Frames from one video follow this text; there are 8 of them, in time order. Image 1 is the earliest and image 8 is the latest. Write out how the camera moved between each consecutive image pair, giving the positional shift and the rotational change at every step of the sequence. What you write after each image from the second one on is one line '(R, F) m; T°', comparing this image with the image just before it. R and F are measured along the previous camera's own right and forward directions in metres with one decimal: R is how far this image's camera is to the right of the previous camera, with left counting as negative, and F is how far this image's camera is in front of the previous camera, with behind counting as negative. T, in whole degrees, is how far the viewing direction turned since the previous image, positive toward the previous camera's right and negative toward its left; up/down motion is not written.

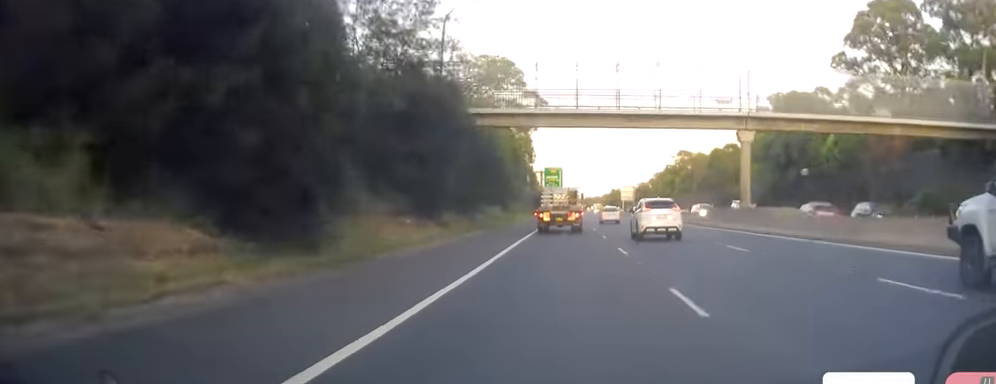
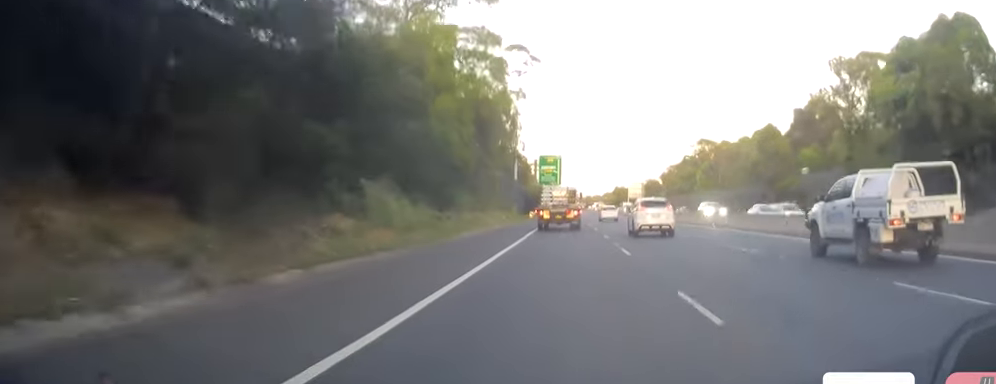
(-0.9, +35.8) m; -1°
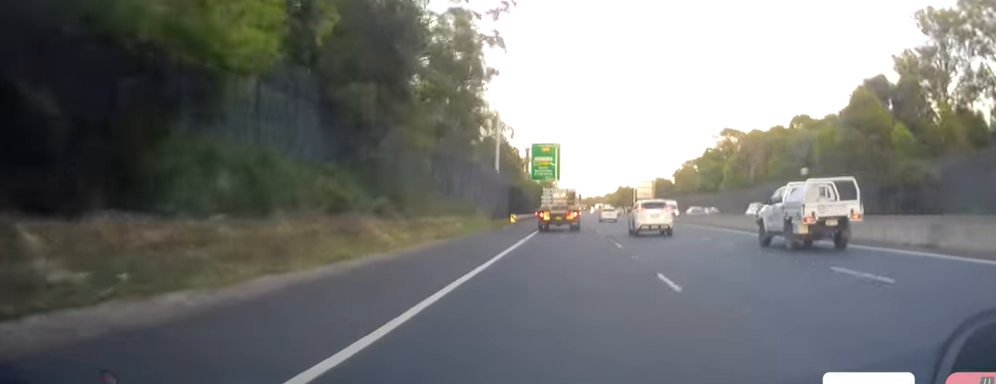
(+0.3, +32.1) m; +1°
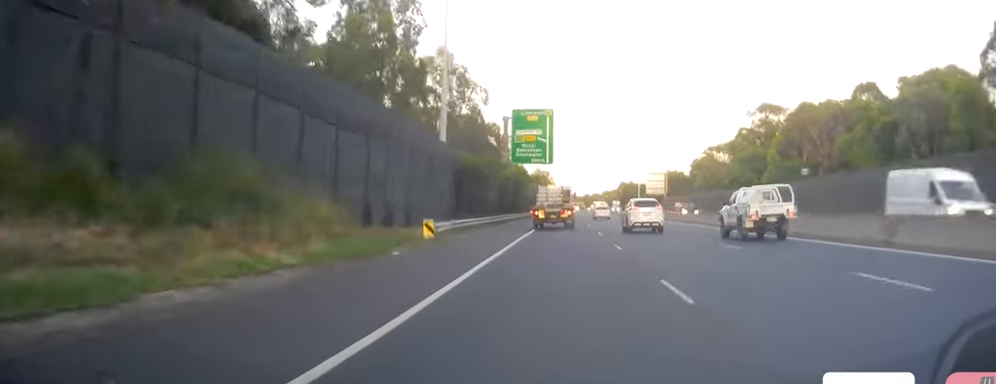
(0.0, +36.9) m; 0°
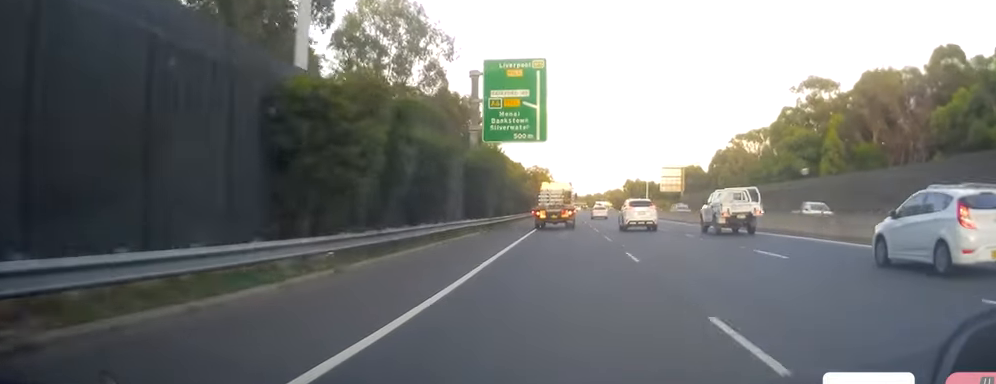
(+0.1, +28.1) m; 0°
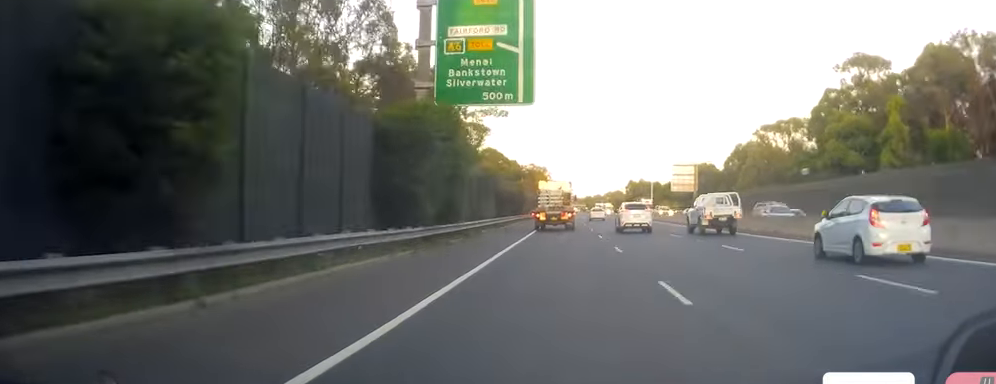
(0.0, +19.3) m; 0°
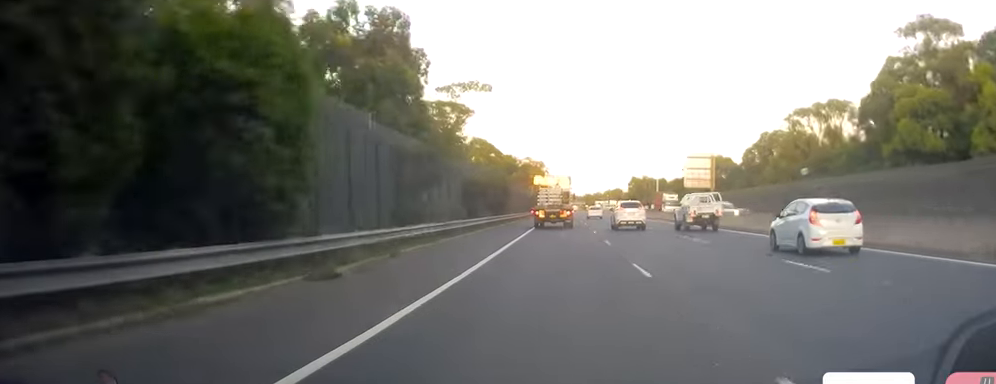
(0.0, +19.3) m; -1°
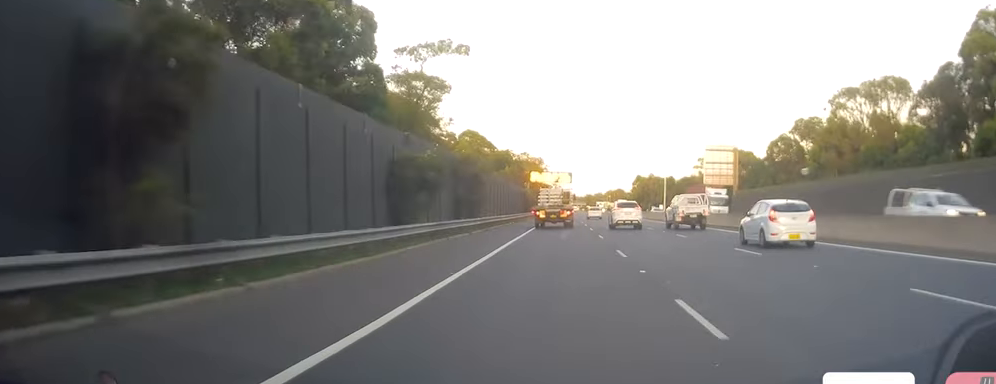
(0.0, +18.5) m; -1°
